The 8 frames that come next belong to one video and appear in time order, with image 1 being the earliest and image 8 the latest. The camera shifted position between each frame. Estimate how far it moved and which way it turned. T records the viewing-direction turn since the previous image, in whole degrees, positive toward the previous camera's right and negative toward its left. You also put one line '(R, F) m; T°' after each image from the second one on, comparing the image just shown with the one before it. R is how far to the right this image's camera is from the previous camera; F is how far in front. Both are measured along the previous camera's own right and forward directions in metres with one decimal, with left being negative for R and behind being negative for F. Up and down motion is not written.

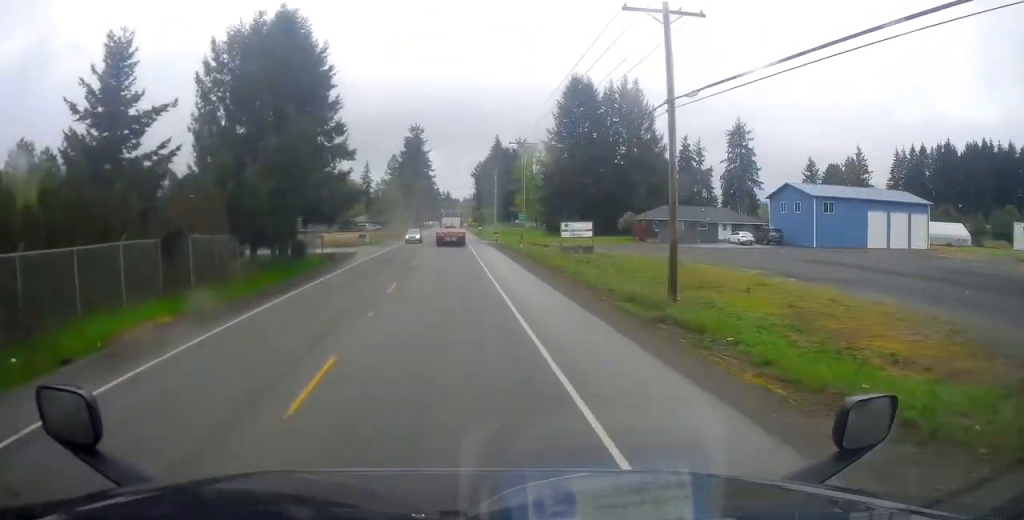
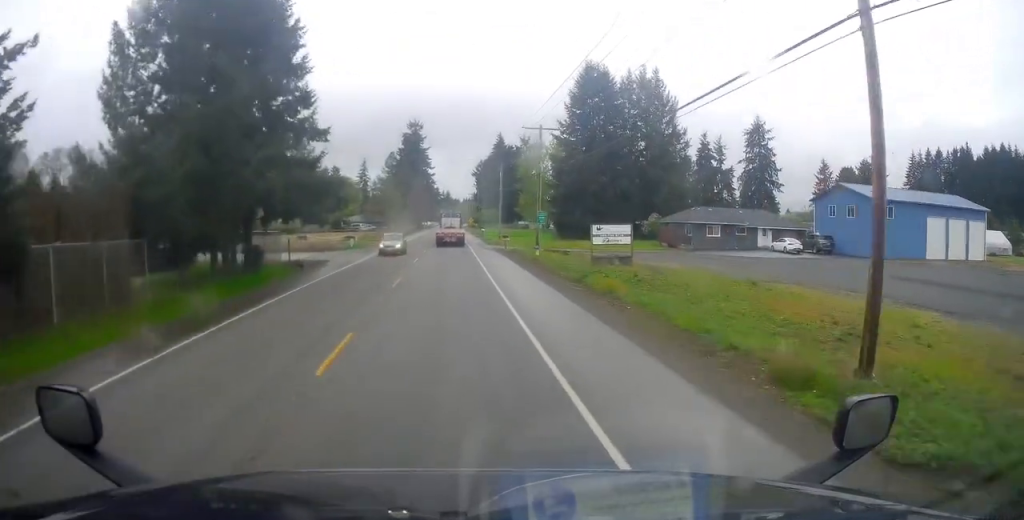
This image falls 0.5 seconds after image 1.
(-0.1, +9.9) m; 0°
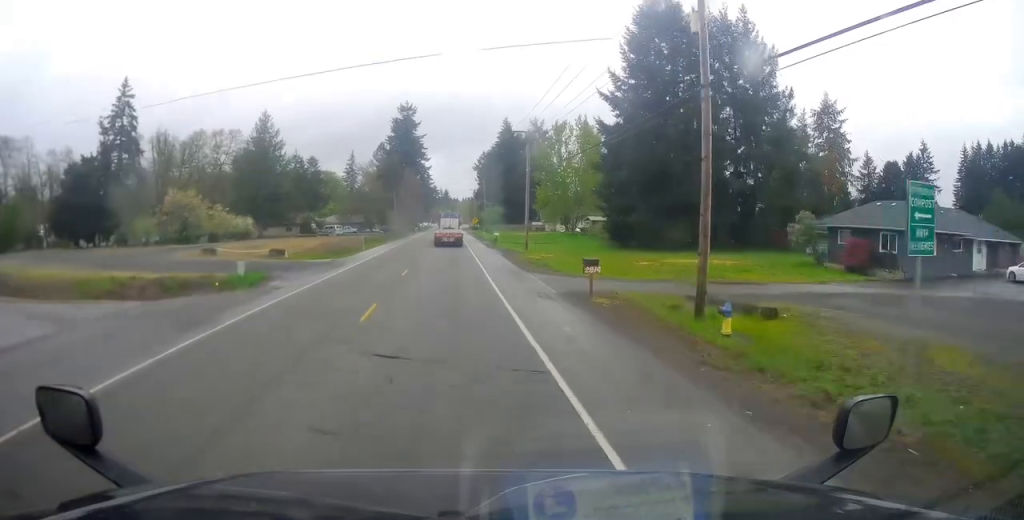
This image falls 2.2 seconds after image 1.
(+0.8, +30.5) m; +1°
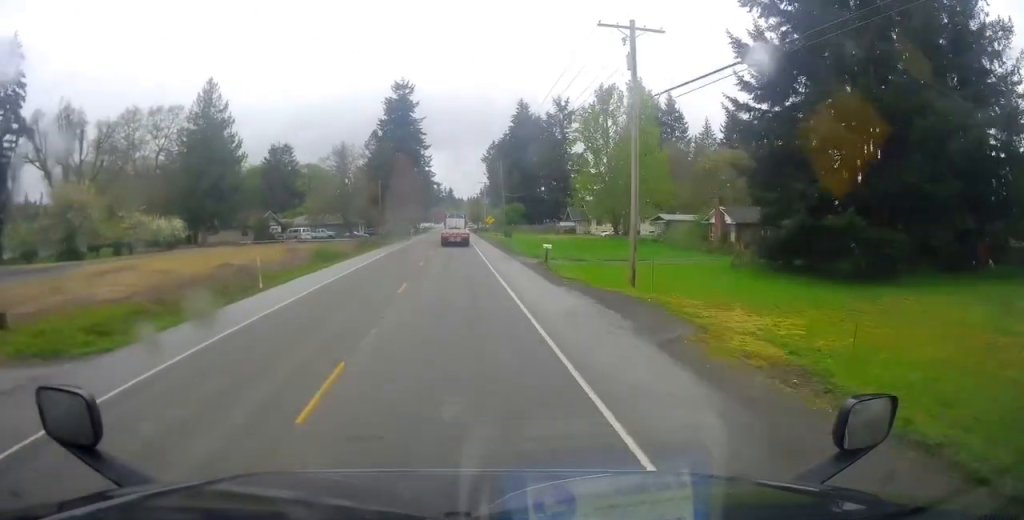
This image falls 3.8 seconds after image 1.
(-0.6, +30.1) m; -1°
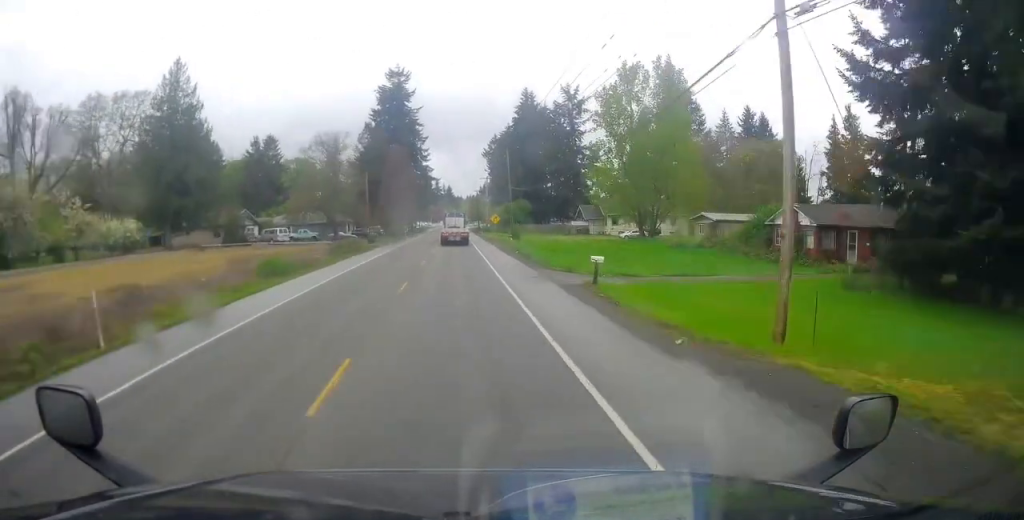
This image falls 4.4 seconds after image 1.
(+0.1, +11.4) m; +1°
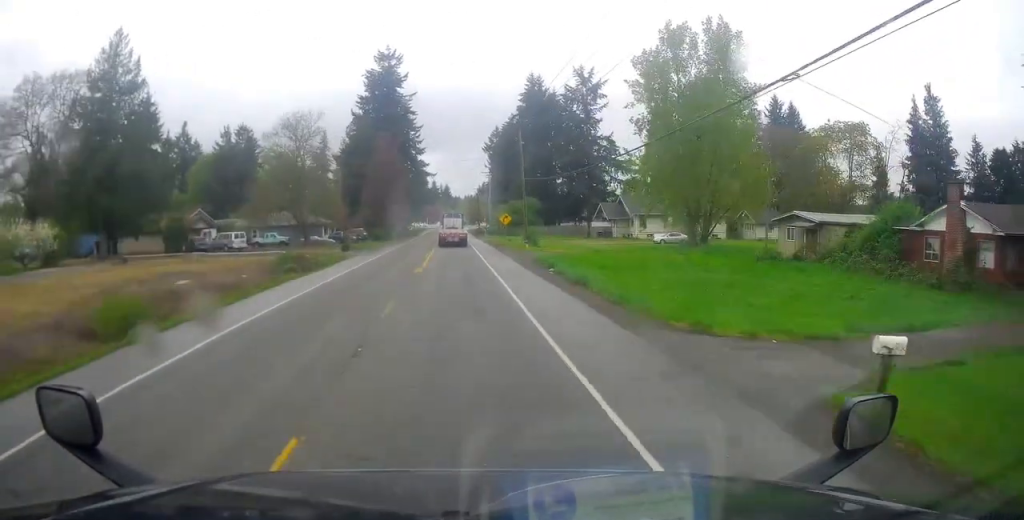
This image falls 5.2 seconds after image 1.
(-0.1, +15.4) m; +1°
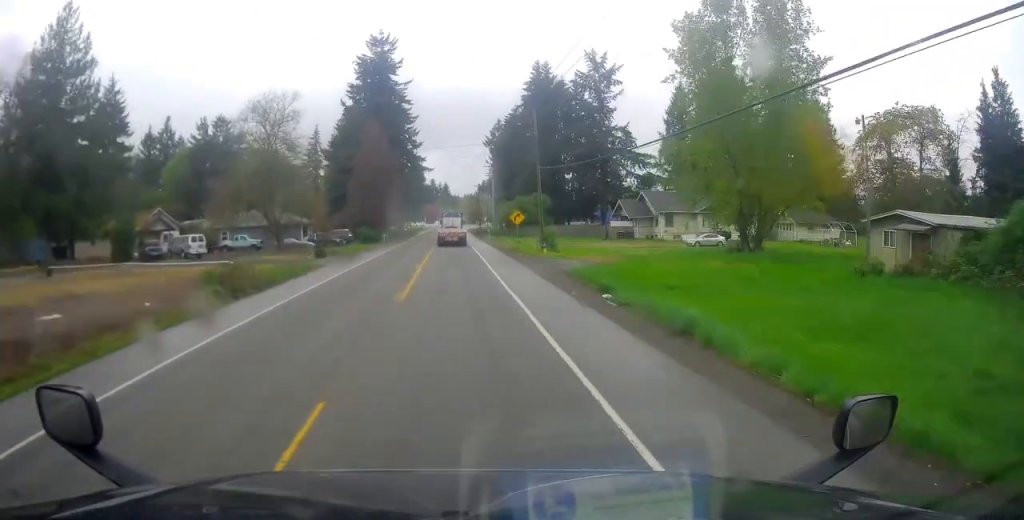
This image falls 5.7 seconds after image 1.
(+0.2, +10.5) m; 0°
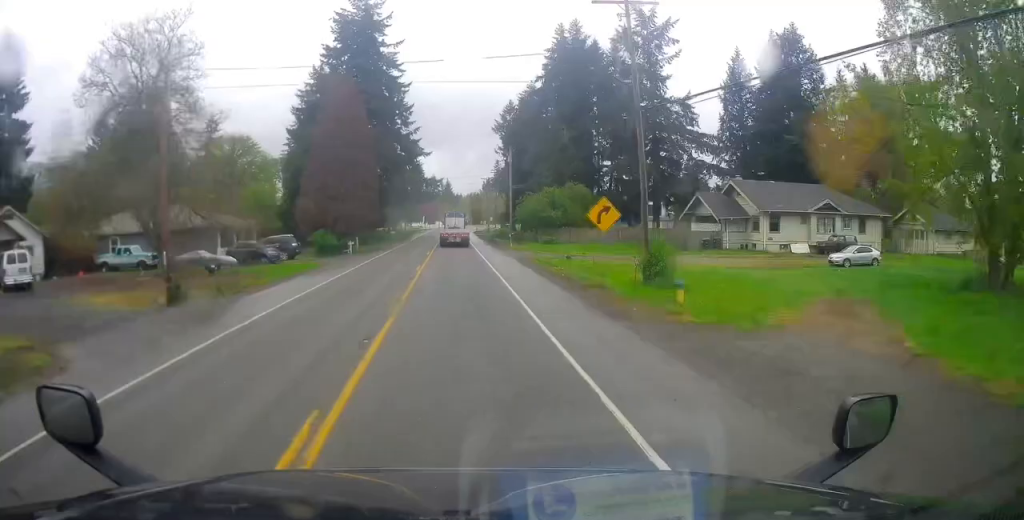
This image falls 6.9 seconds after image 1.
(-0.1, +24.4) m; -1°
